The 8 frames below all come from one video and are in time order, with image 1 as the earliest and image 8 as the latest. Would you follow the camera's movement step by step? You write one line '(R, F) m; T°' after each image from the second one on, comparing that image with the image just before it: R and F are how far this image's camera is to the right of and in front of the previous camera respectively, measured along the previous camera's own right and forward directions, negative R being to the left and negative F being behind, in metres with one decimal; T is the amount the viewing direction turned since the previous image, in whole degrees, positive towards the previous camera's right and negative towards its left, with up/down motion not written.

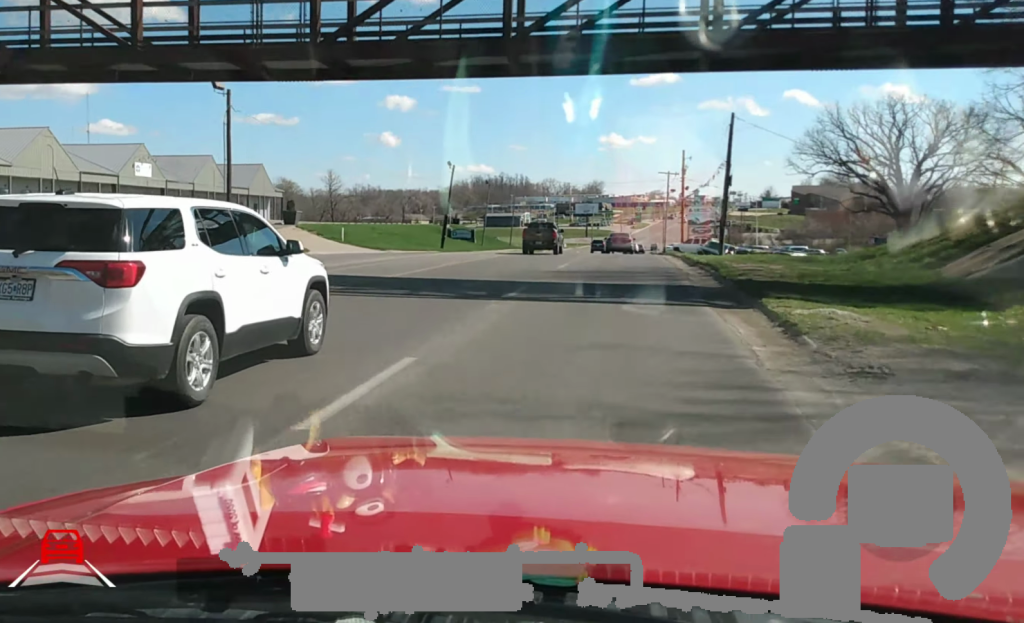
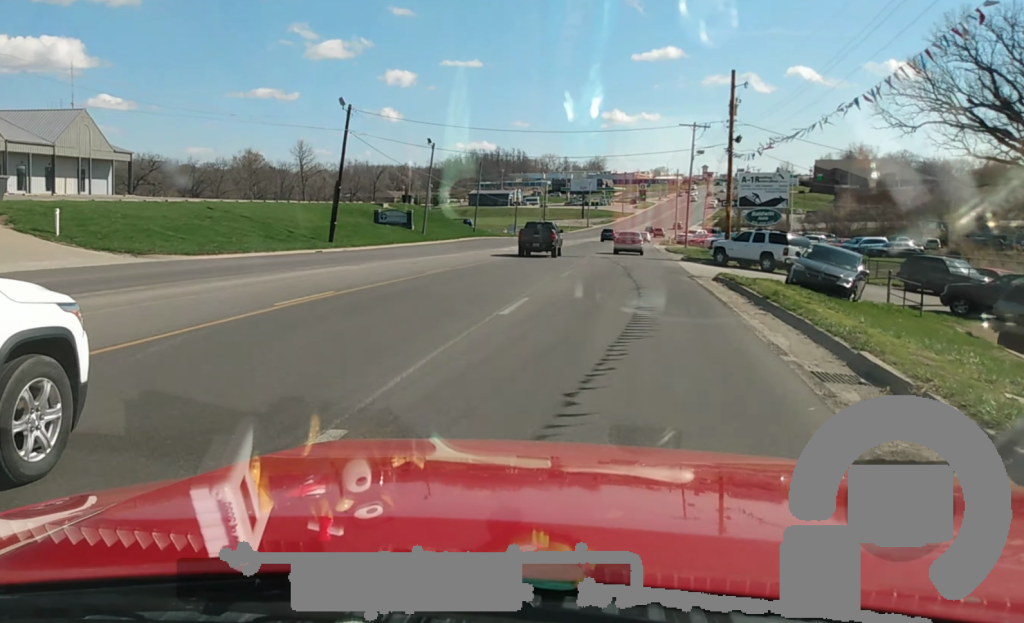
(+0.1, +41.0) m; +1°
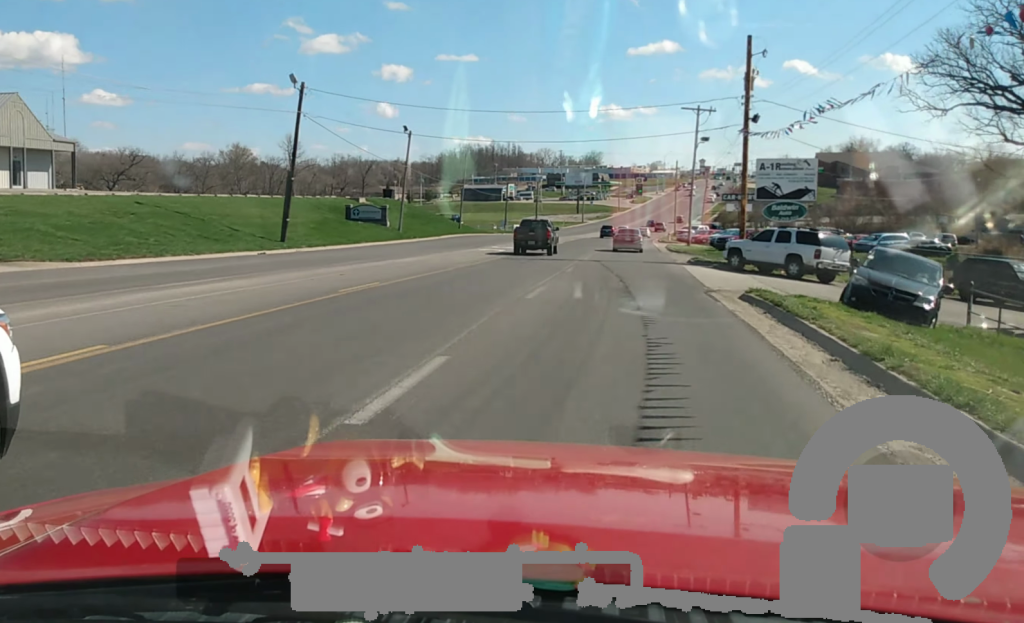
(0.0, +8.2) m; 0°
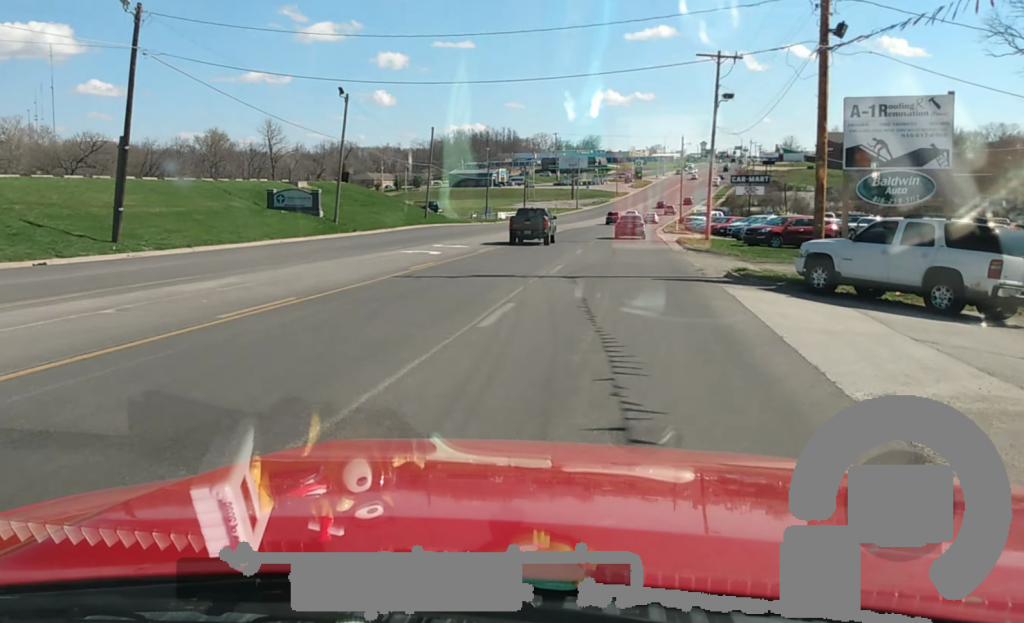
(0.0, +18.7) m; 0°
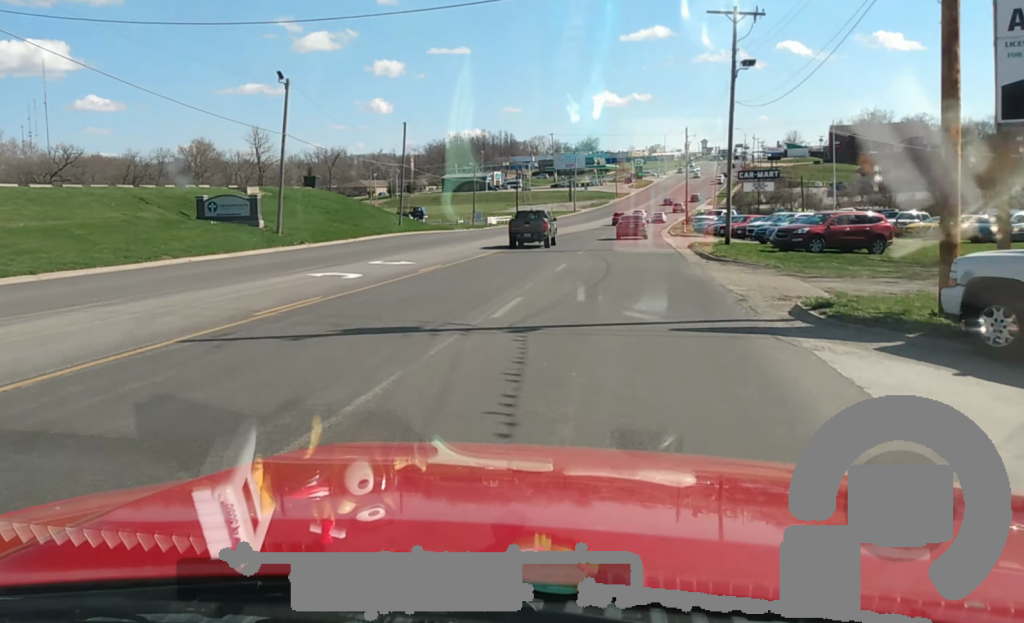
(0.0, +10.5) m; 0°
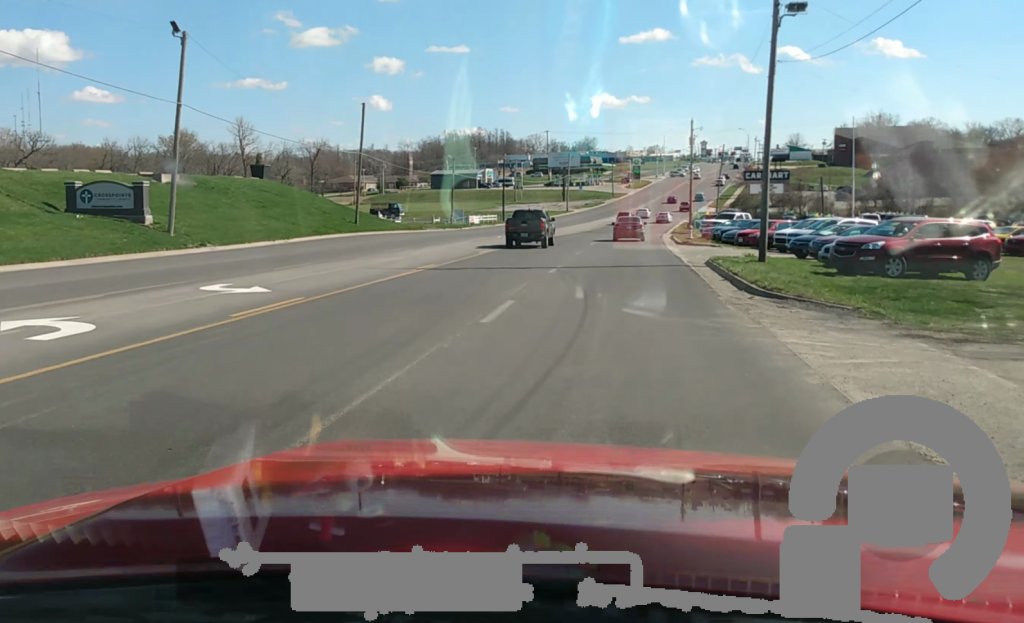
(0.0, +12.9) m; 0°
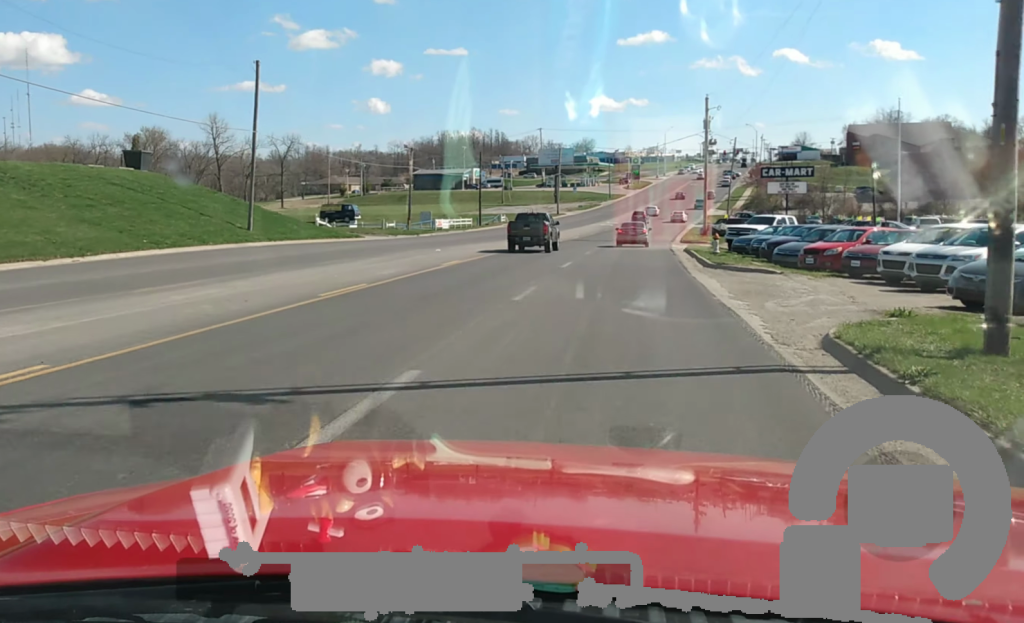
(+0.2, +19.6) m; +1°
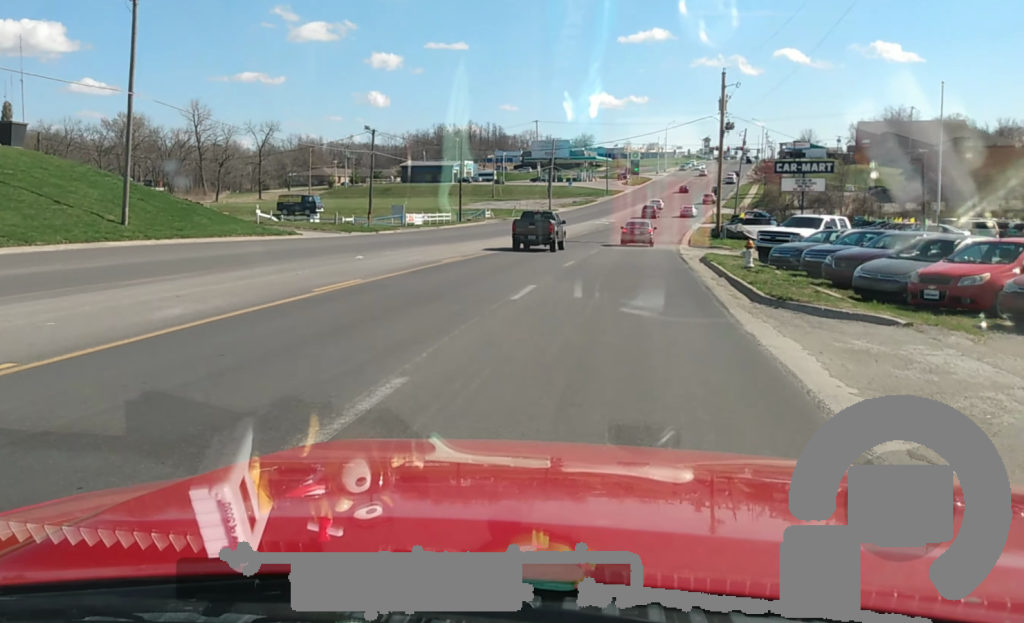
(+0.2, +12.2) m; 0°
